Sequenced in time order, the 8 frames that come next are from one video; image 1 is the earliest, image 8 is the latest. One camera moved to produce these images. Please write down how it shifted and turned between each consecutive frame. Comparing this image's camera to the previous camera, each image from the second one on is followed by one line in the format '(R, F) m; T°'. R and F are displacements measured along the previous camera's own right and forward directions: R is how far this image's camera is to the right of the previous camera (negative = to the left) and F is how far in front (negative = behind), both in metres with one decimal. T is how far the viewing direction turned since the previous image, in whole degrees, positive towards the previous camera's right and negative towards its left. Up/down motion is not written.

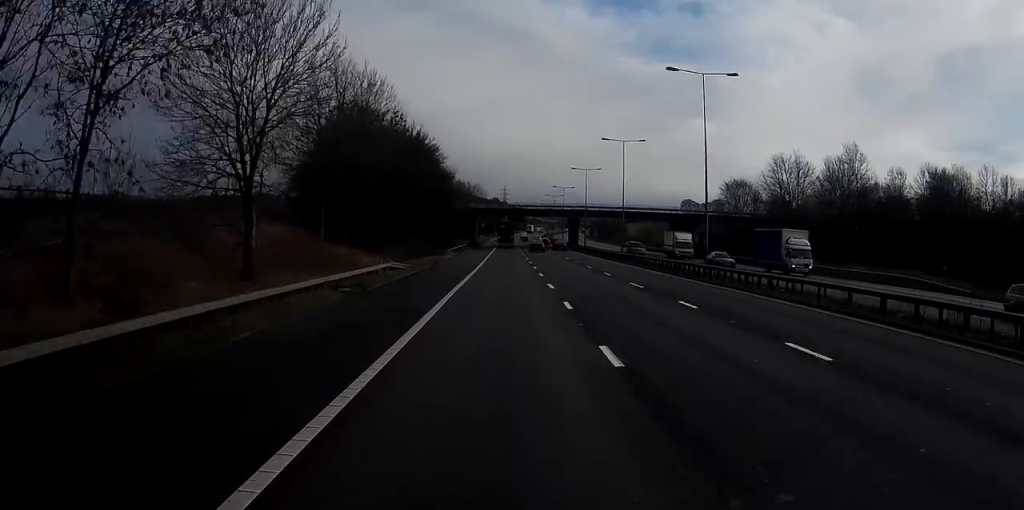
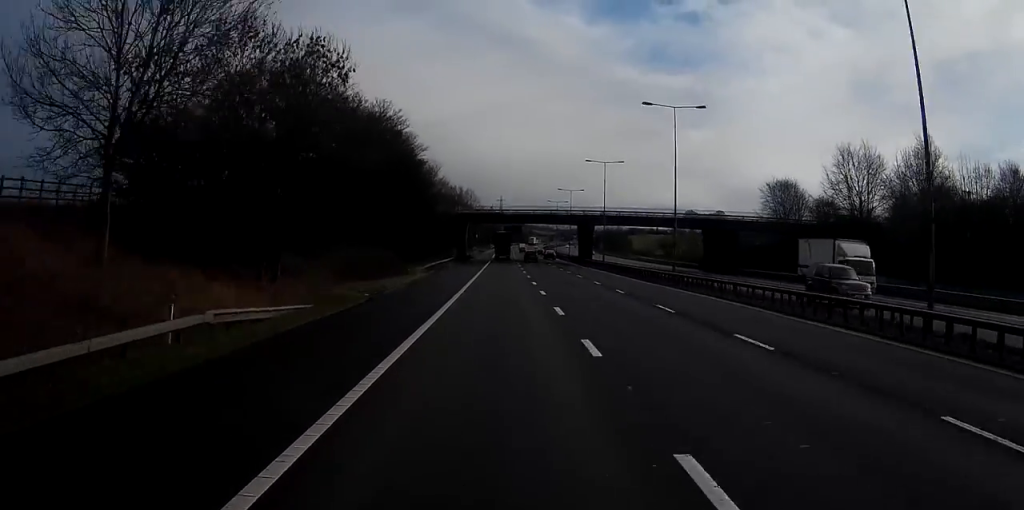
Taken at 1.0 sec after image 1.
(0.0, +23.9) m; 0°
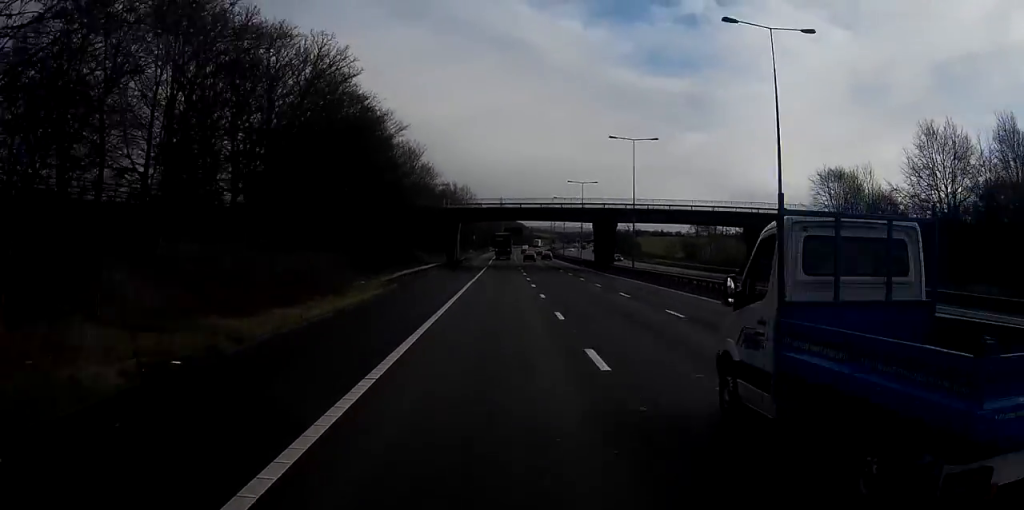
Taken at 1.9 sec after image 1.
(0.0, +19.7) m; 0°
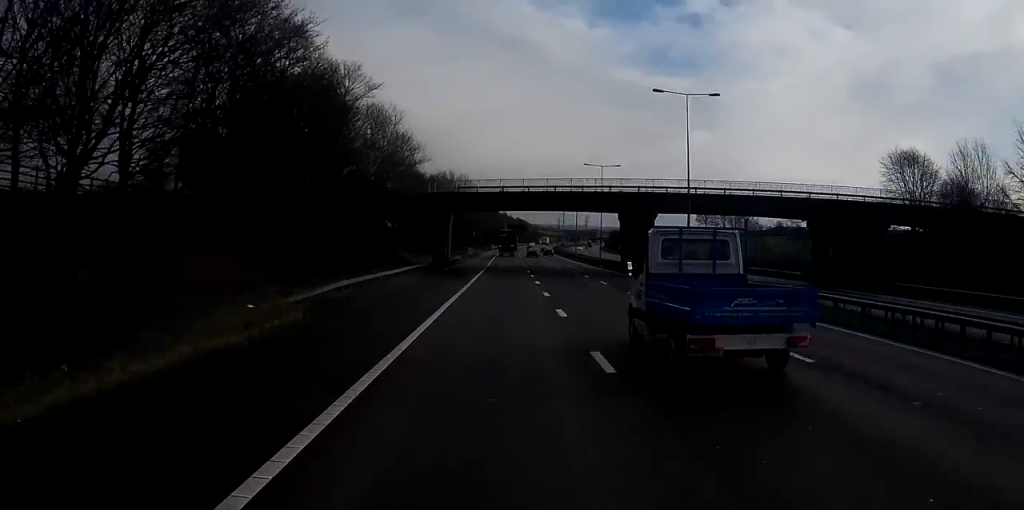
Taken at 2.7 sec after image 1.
(-0.1, +19.1) m; 0°
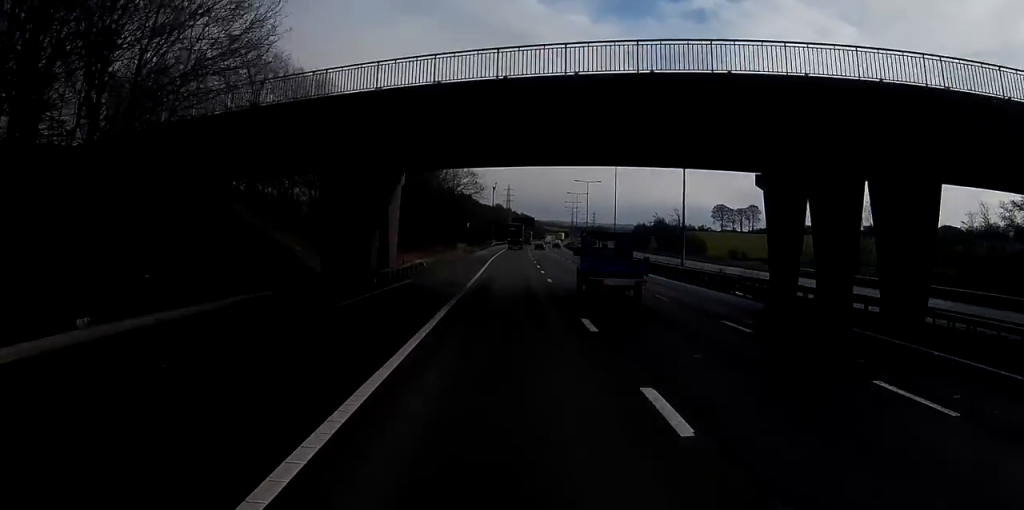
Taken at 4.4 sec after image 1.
(+0.2, +40.2) m; 0°
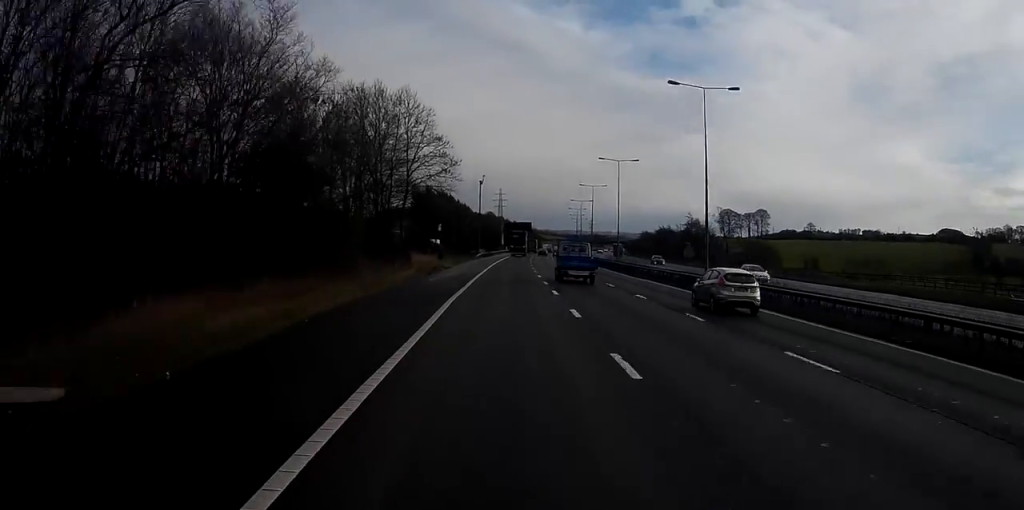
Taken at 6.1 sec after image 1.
(-0.1, +40.8) m; 0°
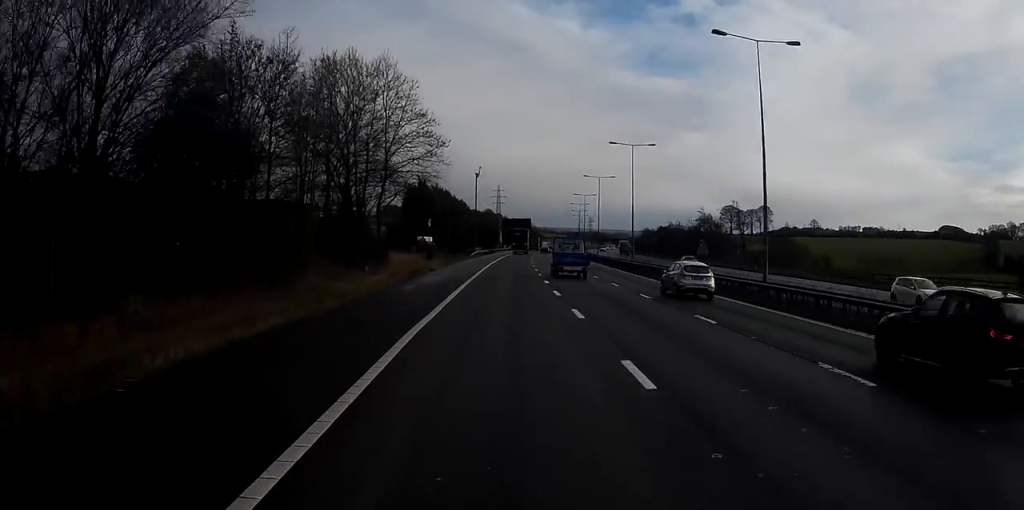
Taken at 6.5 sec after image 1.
(0.0, +10.3) m; 0°
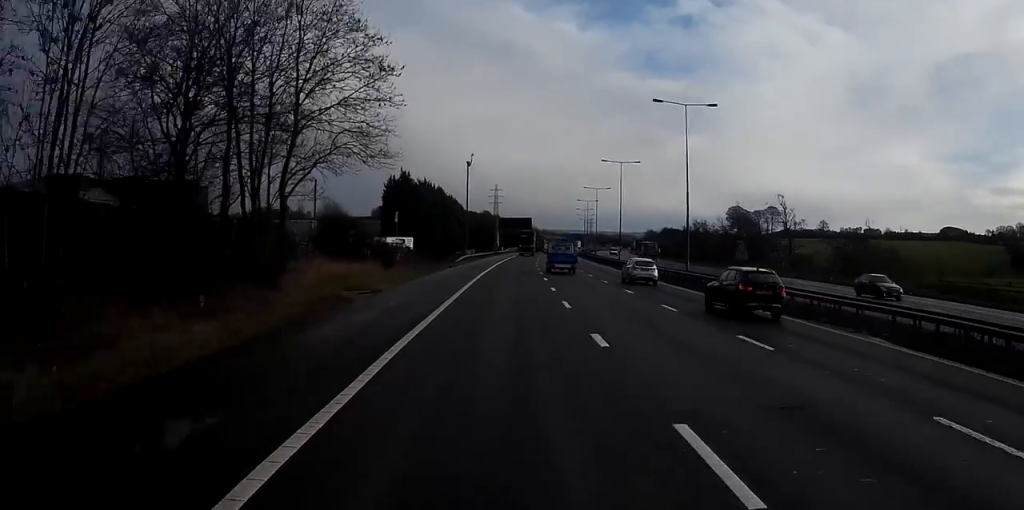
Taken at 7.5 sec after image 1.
(0.0, +22.4) m; 0°
